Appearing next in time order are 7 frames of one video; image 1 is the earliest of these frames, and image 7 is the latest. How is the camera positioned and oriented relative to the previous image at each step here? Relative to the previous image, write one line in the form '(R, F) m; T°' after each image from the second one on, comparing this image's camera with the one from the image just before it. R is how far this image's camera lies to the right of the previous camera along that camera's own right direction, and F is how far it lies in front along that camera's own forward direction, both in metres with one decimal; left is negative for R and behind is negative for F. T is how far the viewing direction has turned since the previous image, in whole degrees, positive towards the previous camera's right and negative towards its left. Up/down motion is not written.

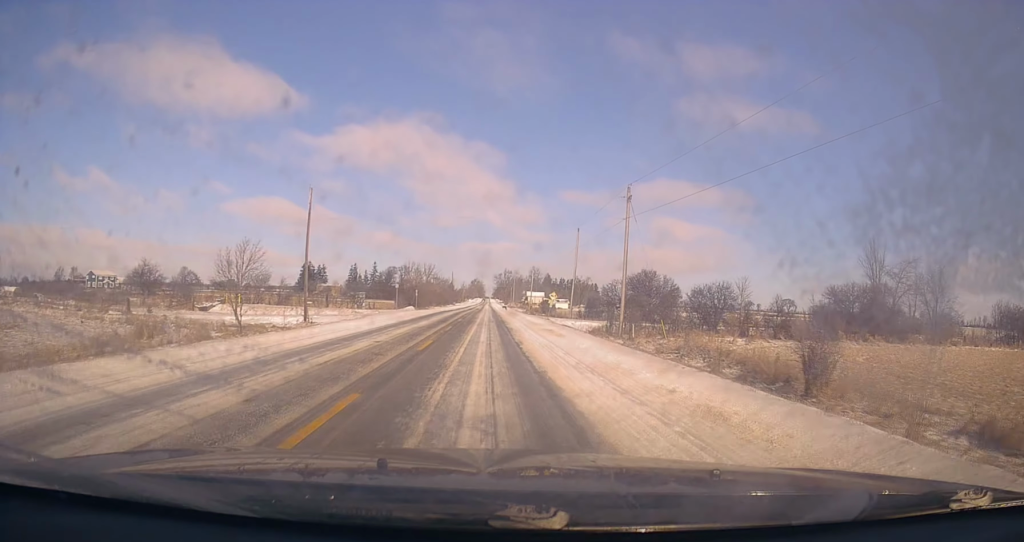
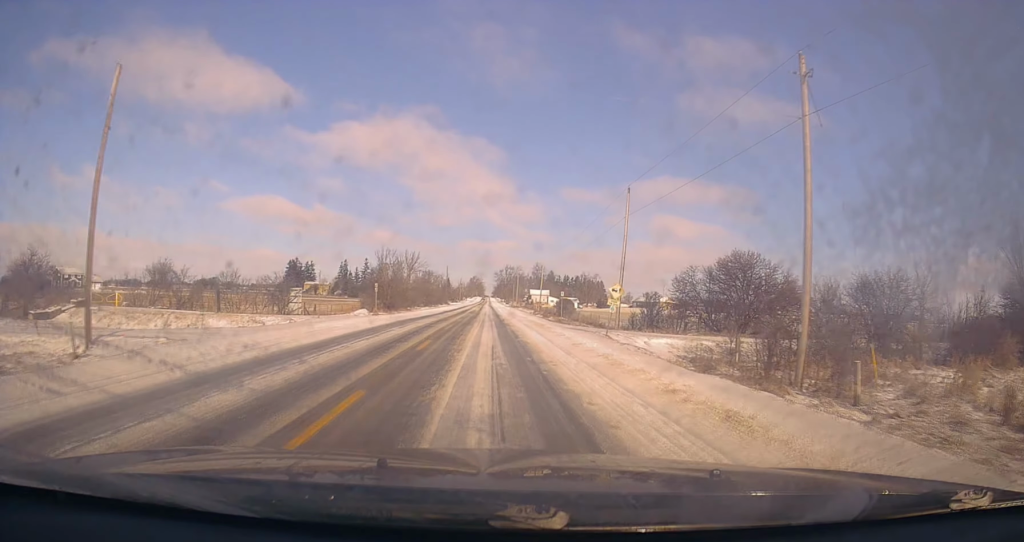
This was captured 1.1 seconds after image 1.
(+0.1, +27.4) m; -1°
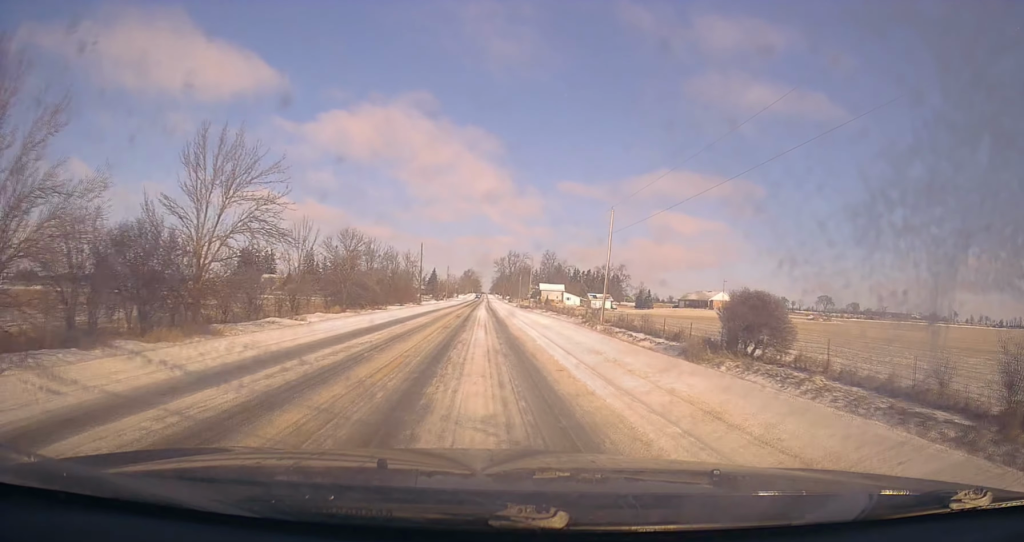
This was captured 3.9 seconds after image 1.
(-0.5, +69.8) m; +1°
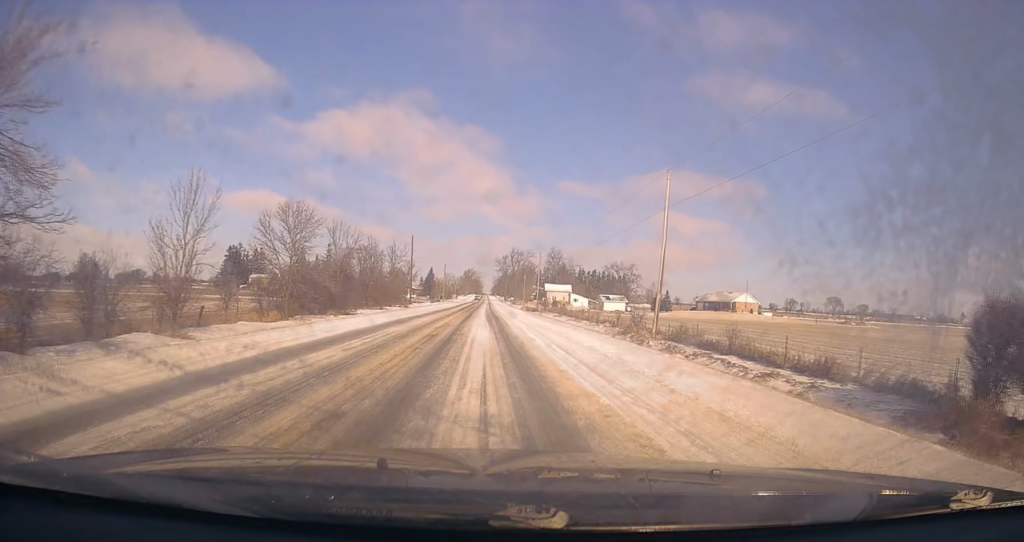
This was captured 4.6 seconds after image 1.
(+0.5, +17.5) m; 0°
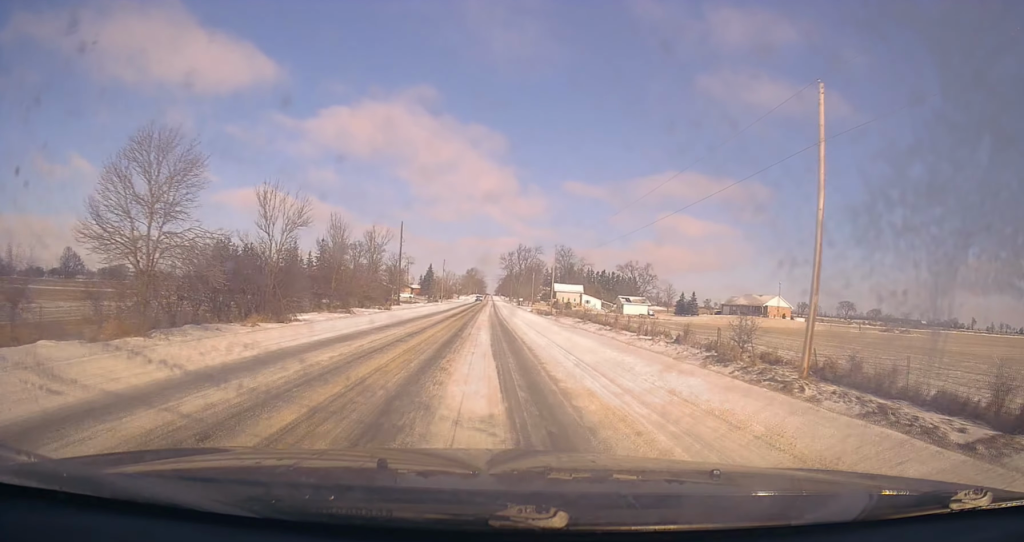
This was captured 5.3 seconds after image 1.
(-0.5, +18.1) m; -1°
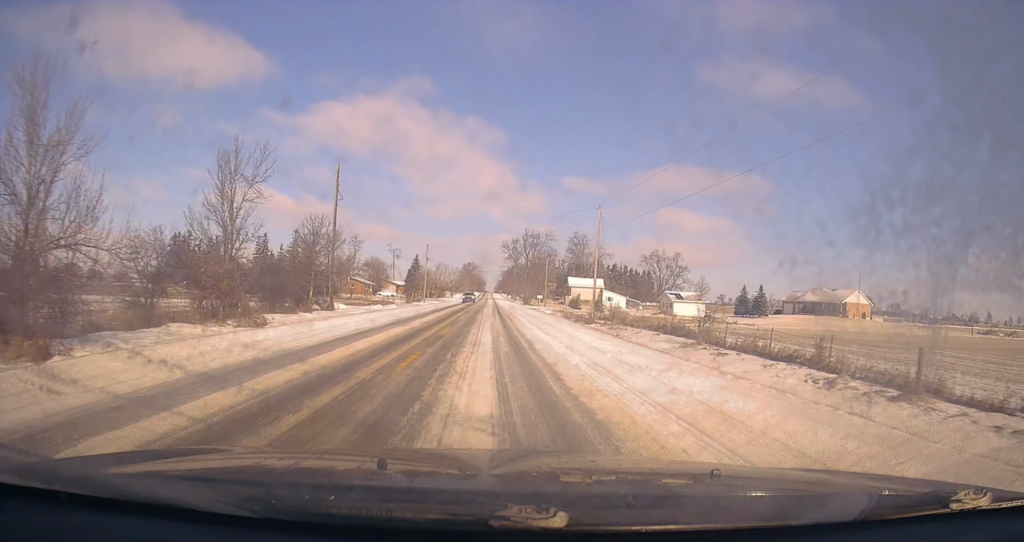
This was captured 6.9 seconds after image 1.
(-0.3, +38.2) m; +1°
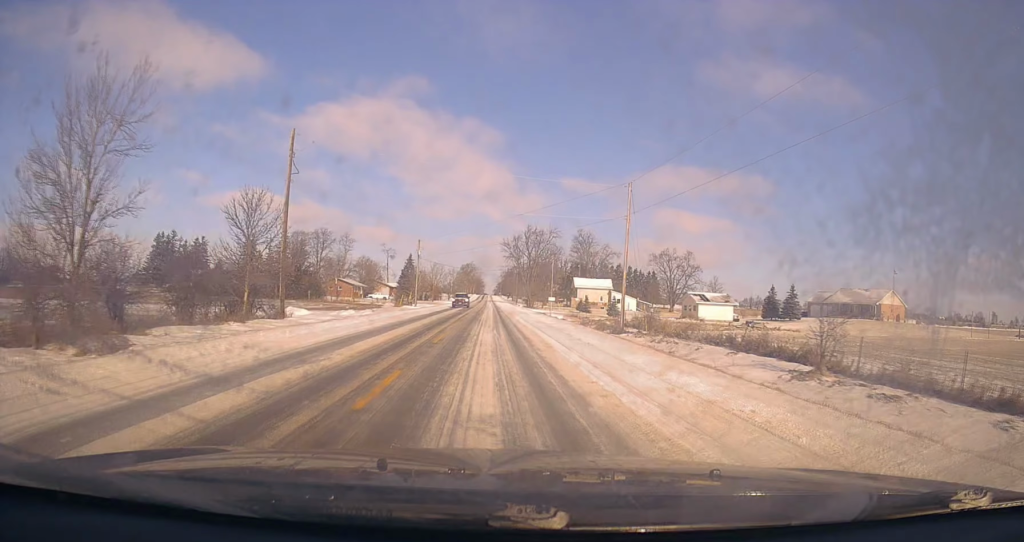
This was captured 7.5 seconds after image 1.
(+0.2, +12.8) m; +1°
